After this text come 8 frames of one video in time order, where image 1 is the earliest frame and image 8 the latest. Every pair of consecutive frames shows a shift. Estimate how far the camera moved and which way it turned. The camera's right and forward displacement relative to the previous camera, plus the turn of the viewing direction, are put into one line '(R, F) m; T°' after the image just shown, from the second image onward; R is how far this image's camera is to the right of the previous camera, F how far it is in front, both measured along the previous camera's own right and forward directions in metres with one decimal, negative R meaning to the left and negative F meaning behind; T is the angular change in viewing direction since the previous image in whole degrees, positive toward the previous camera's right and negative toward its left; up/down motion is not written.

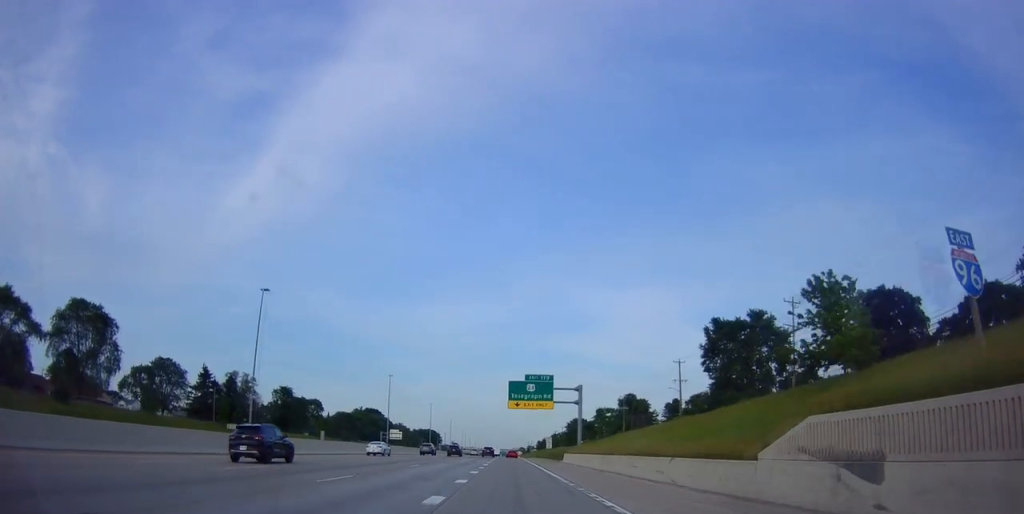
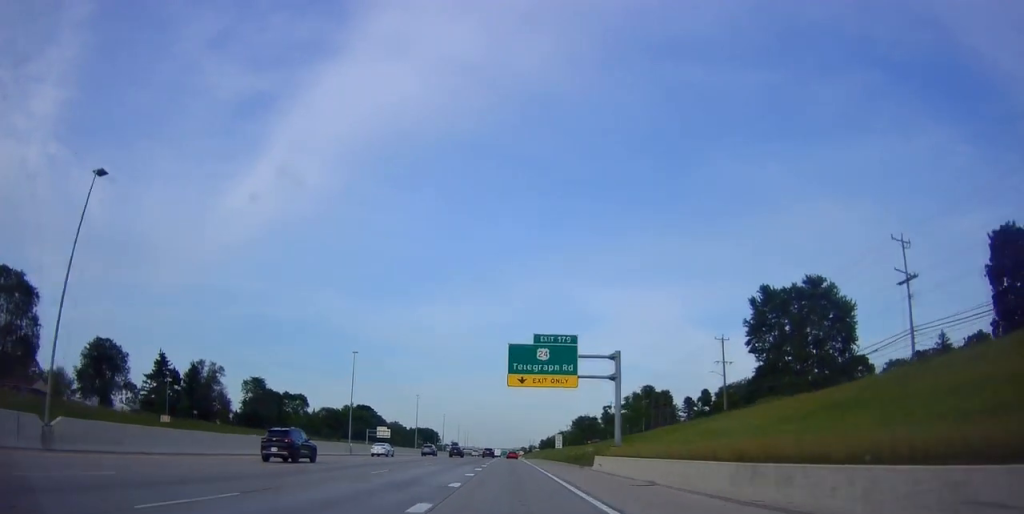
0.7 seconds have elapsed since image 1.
(-0.3, +24.1) m; -1°
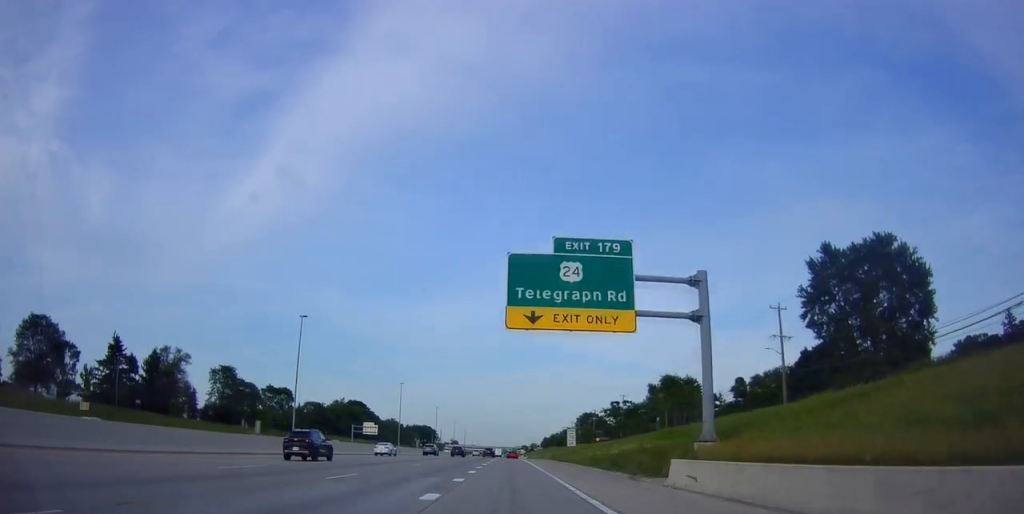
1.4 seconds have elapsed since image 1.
(-0.2, +20.9) m; 0°
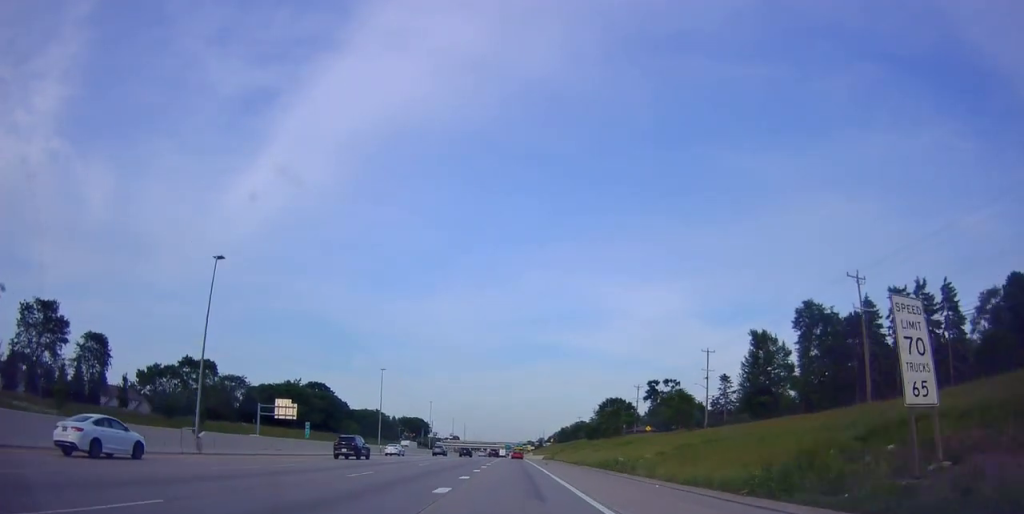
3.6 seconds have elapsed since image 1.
(-0.1, +74.2) m; 0°
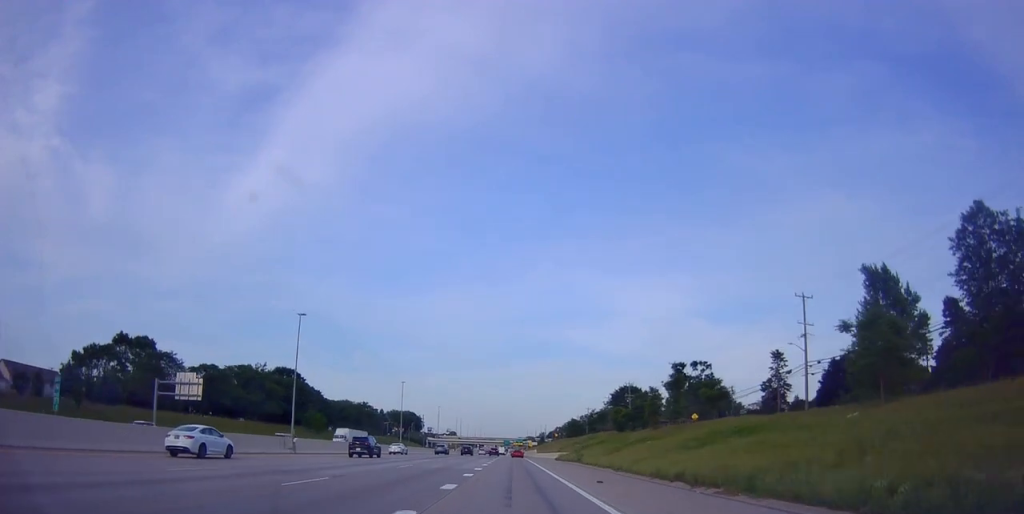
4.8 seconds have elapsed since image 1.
(+0.3, +36.9) m; 0°
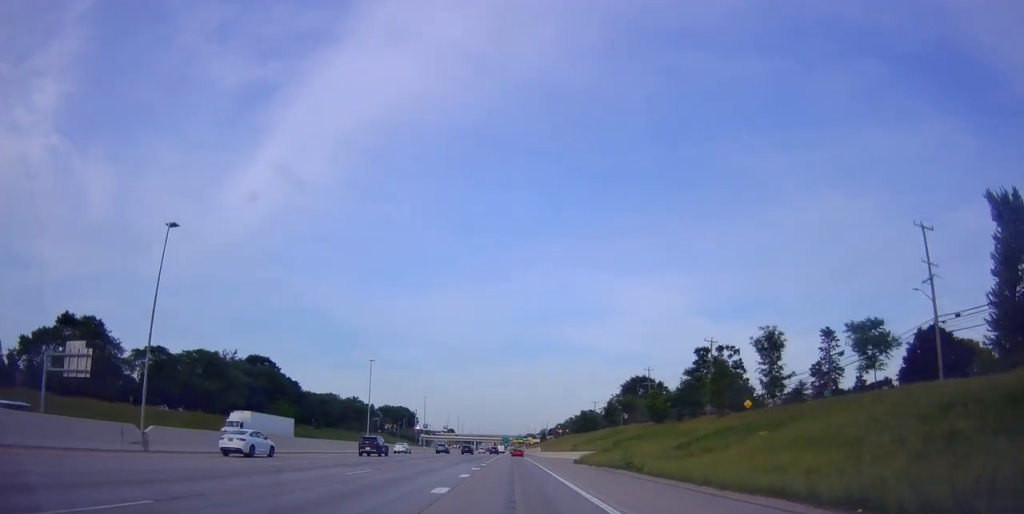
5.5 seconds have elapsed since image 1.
(0.0, +25.1) m; 0°
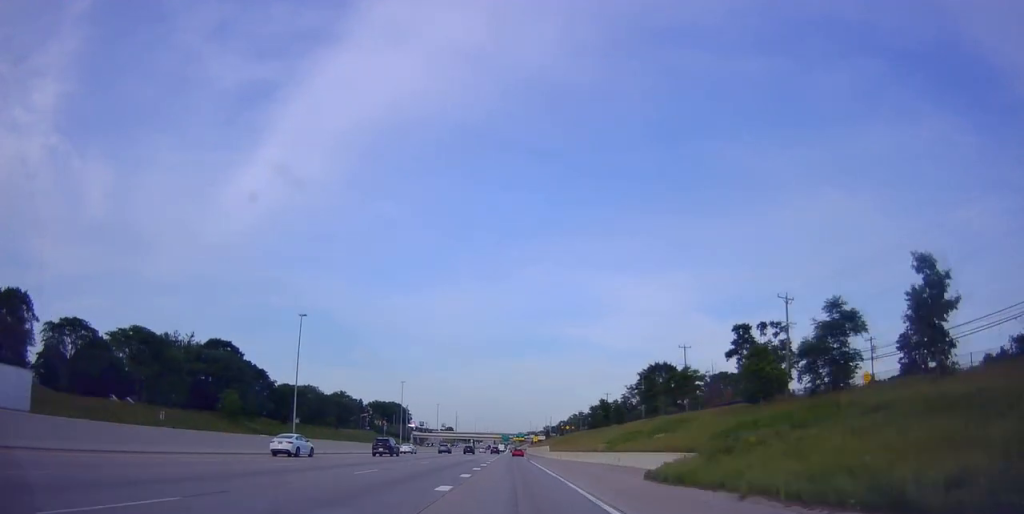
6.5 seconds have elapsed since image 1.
(-0.3, +30.3) m; -1°
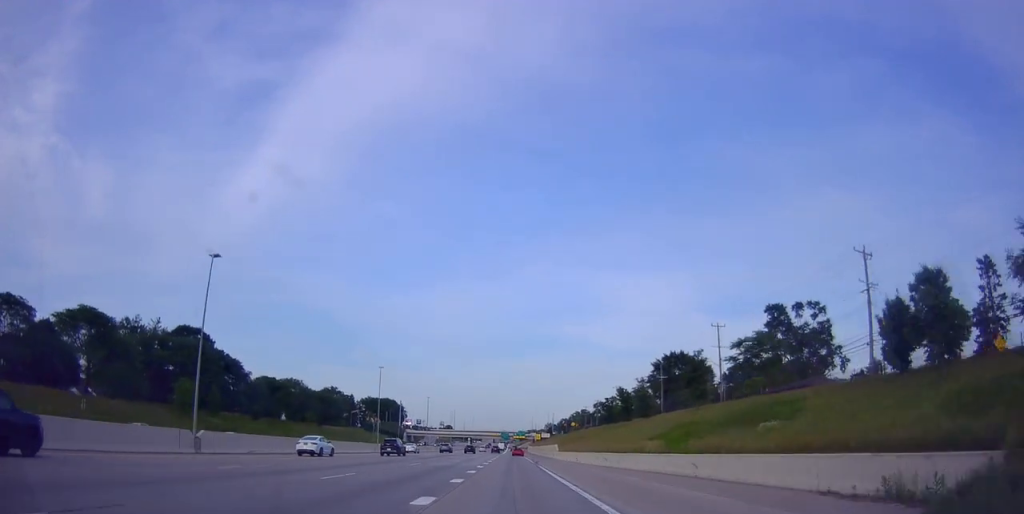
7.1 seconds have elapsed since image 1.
(0.0, +19.2) m; 0°
